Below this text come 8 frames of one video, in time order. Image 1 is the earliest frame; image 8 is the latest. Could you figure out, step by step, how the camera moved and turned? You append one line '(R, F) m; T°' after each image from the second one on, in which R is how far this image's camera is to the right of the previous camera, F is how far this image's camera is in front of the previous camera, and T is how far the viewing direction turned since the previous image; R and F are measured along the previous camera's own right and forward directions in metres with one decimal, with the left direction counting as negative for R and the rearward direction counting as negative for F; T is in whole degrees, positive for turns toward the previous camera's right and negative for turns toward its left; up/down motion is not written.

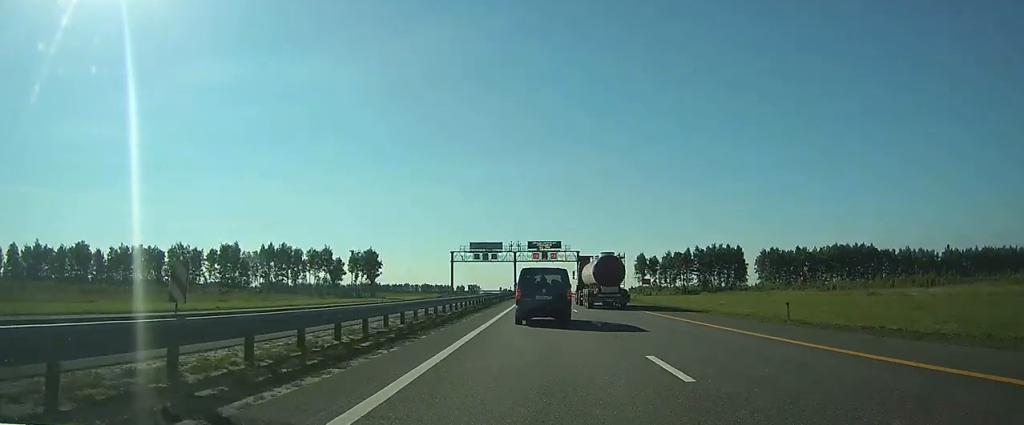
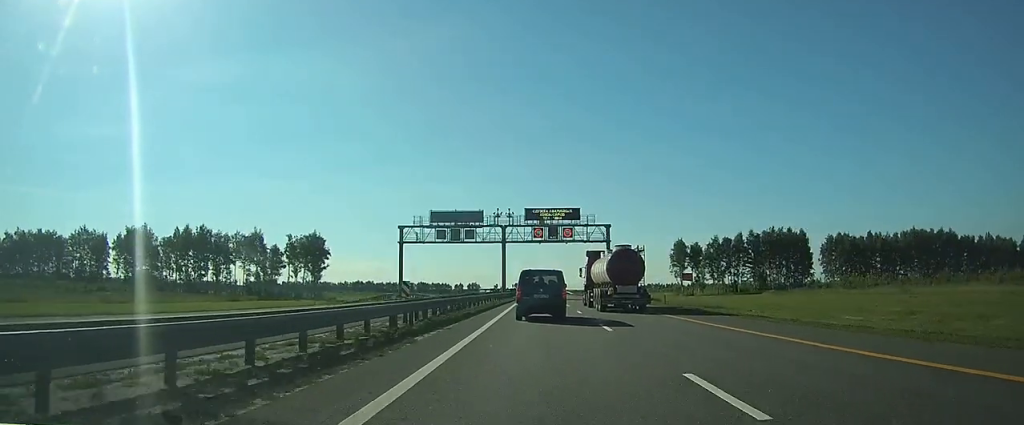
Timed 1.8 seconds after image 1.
(-0.2, +49.6) m; -1°
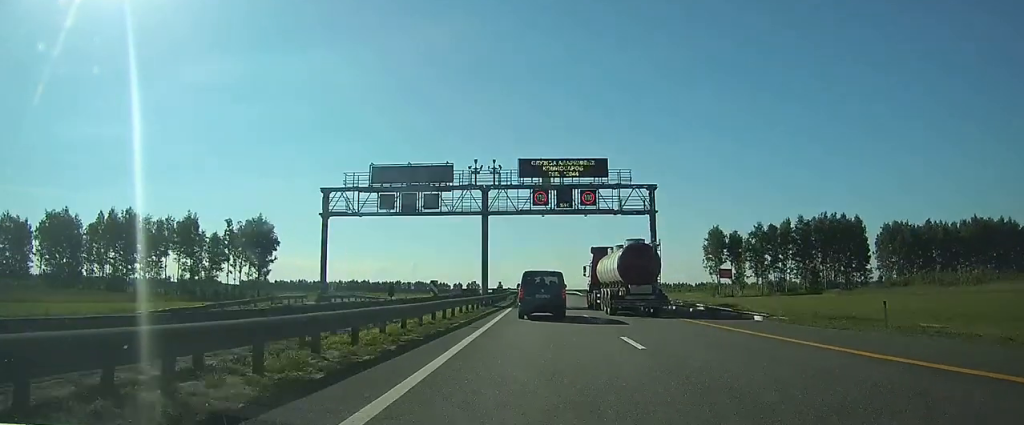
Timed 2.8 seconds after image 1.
(-0.1, +28.8) m; 0°
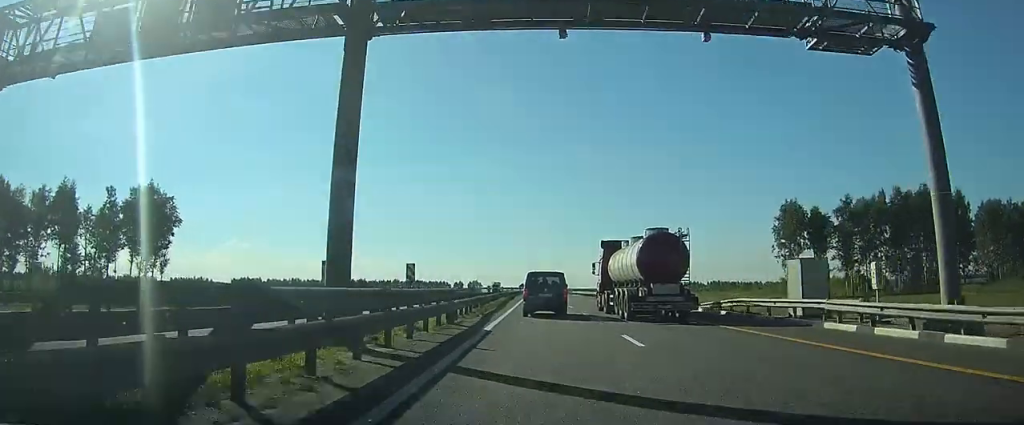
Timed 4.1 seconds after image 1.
(-0.1, +34.7) m; 0°
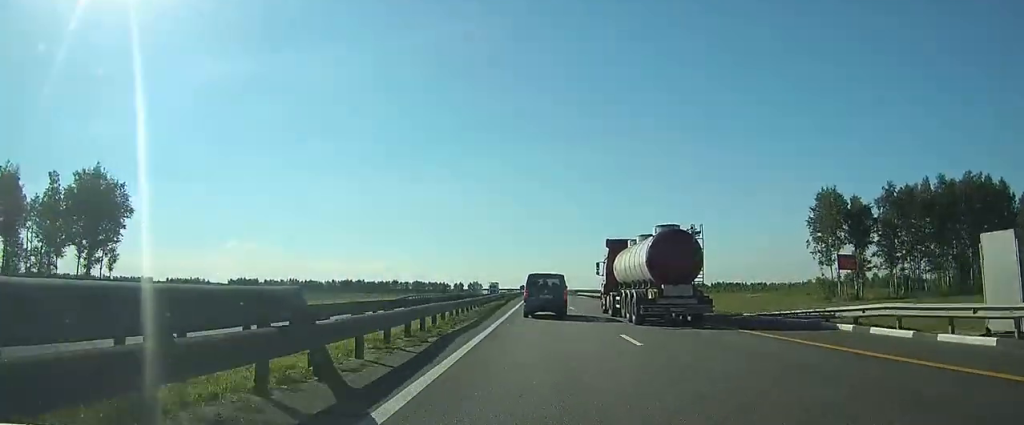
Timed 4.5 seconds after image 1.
(0.0, +11.4) m; 0°
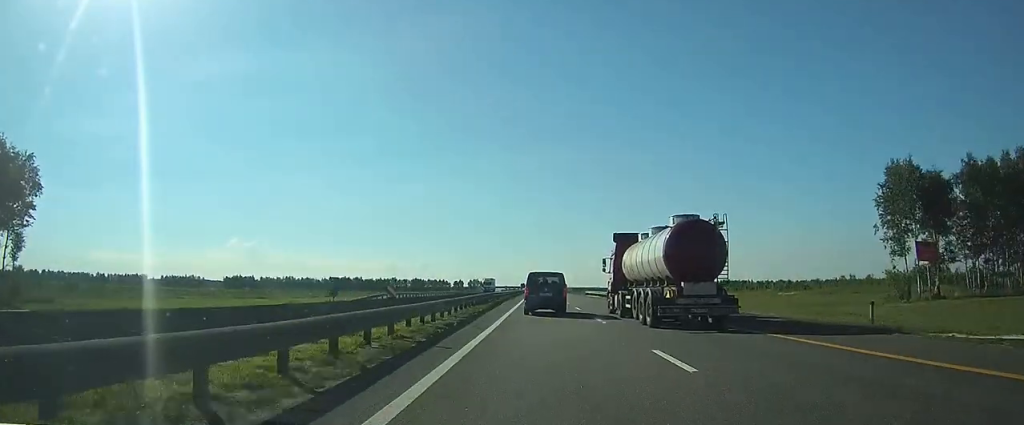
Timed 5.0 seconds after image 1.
(0.0, +16.1) m; 0°
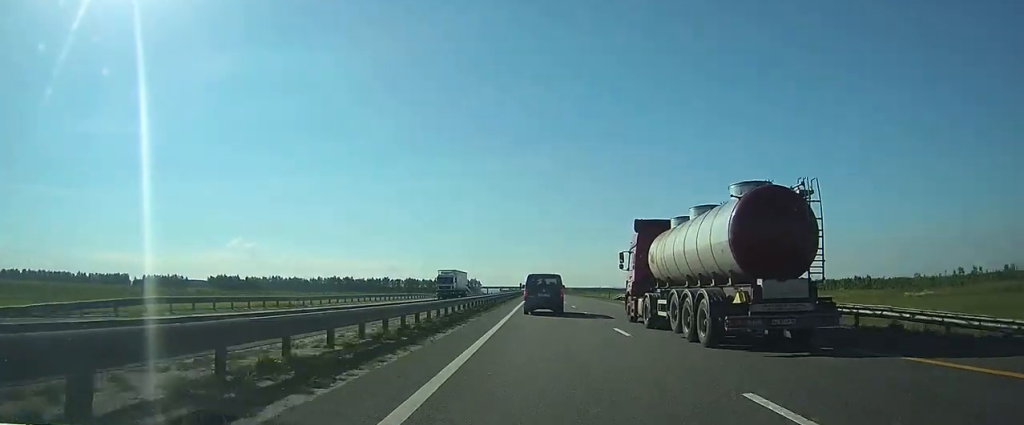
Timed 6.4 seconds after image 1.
(-0.2, +40.2) m; -1°
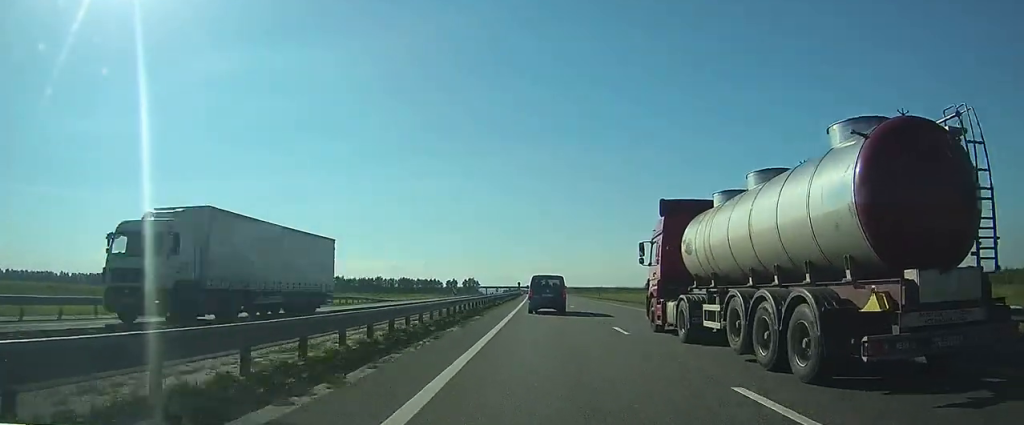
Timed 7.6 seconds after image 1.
(-0.2, +34.8) m; 0°
